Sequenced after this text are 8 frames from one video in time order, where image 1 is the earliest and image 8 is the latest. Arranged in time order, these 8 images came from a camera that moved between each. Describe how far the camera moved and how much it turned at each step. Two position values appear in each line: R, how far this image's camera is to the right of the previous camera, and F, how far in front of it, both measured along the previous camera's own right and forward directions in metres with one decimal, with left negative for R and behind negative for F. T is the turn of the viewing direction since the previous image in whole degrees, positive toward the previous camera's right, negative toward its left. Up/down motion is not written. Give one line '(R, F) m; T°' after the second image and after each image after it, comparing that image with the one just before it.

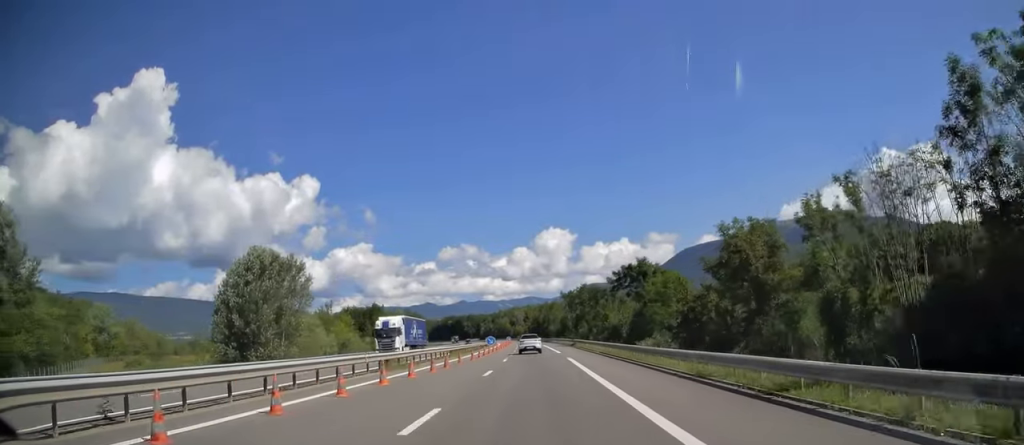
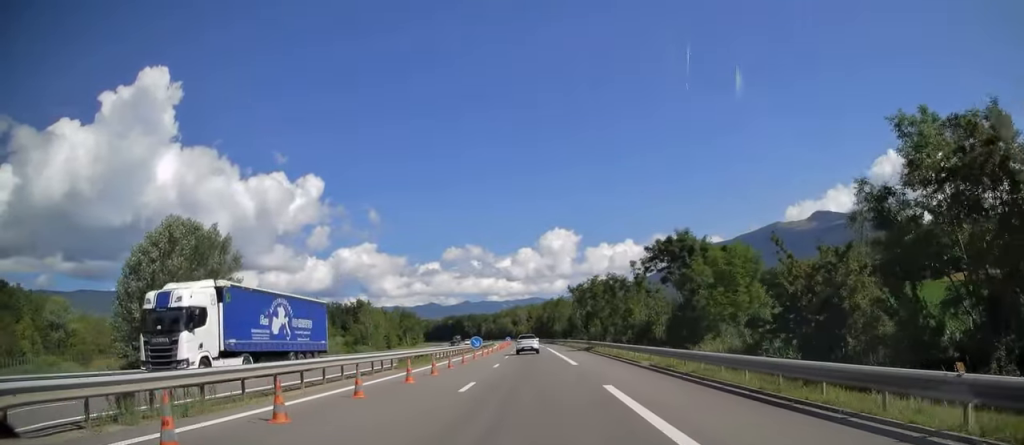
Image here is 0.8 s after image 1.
(-0.1, +19.2) m; 0°
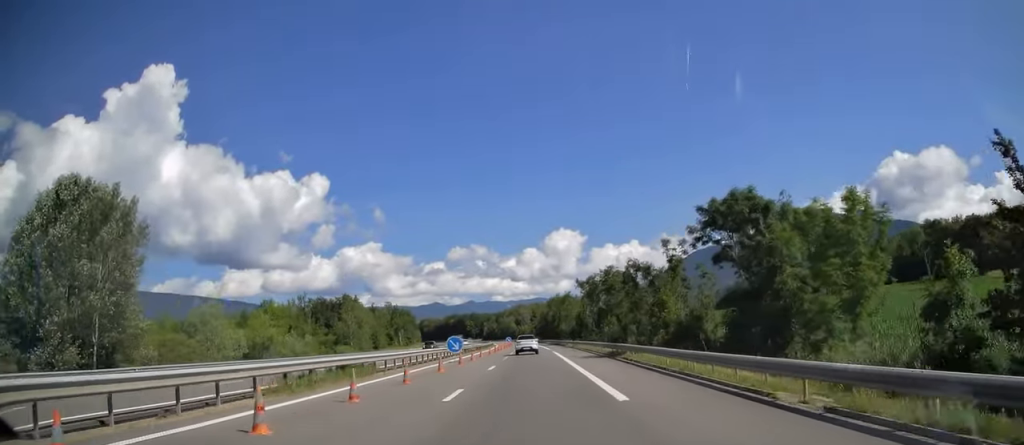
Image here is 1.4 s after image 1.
(-0.1, +15.4) m; 0°
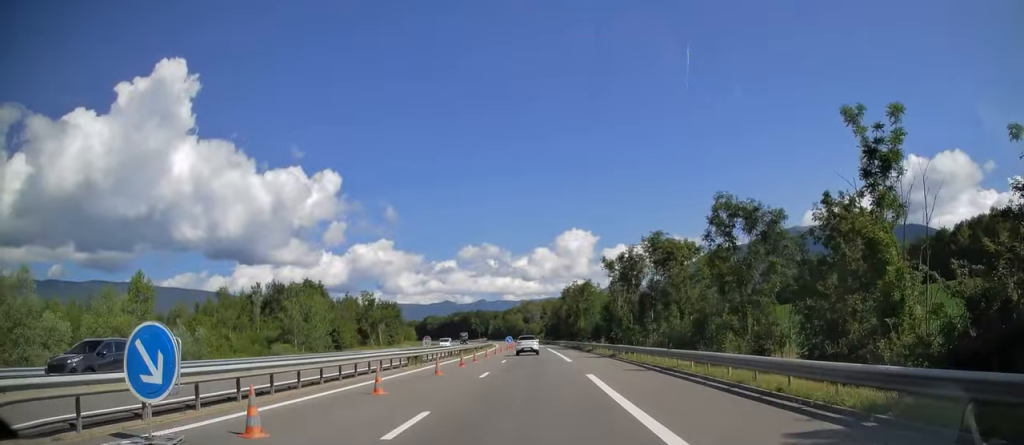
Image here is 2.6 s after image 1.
(-0.2, +31.1) m; -1°
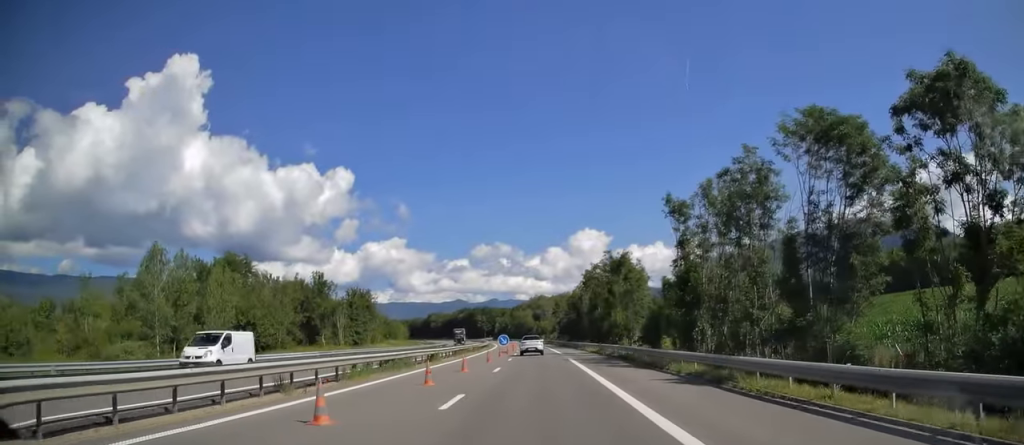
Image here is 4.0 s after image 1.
(-0.4, +35.3) m; -1°
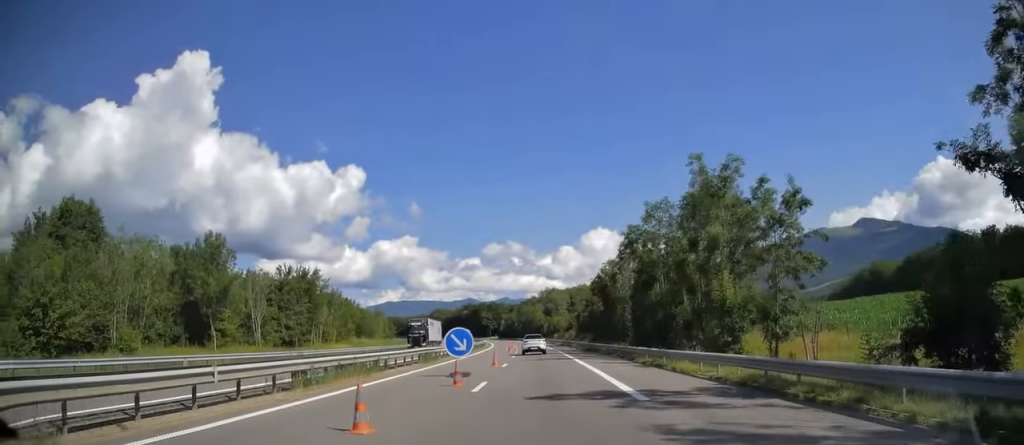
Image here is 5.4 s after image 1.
(-0.3, +35.7) m; -1°
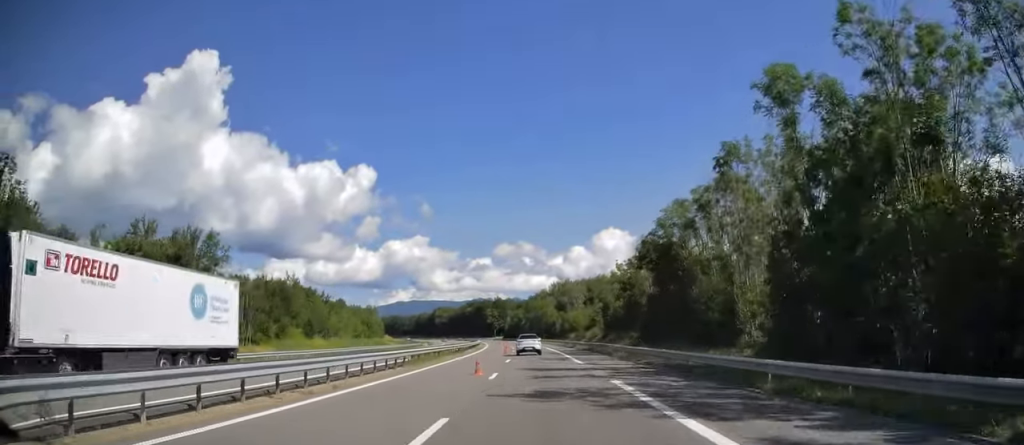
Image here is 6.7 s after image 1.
(-0.3, +34.1) m; -1°
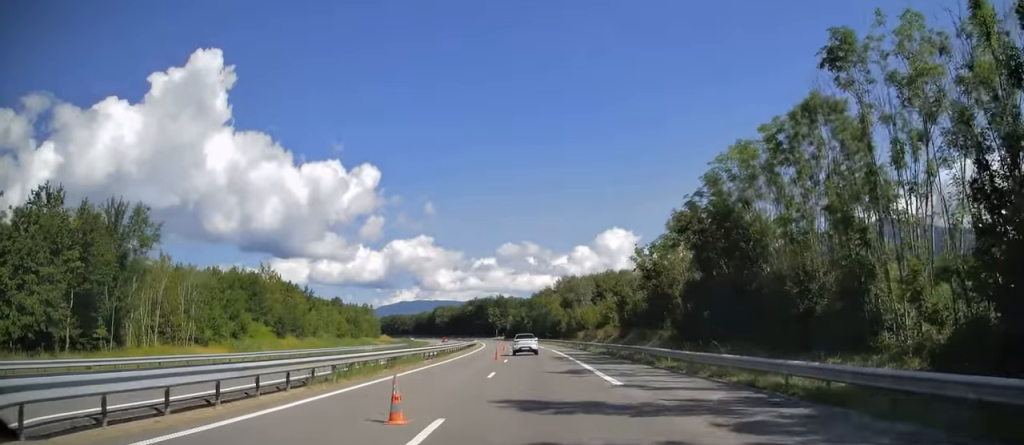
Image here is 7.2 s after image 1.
(0.0, +13.2) m; 0°
